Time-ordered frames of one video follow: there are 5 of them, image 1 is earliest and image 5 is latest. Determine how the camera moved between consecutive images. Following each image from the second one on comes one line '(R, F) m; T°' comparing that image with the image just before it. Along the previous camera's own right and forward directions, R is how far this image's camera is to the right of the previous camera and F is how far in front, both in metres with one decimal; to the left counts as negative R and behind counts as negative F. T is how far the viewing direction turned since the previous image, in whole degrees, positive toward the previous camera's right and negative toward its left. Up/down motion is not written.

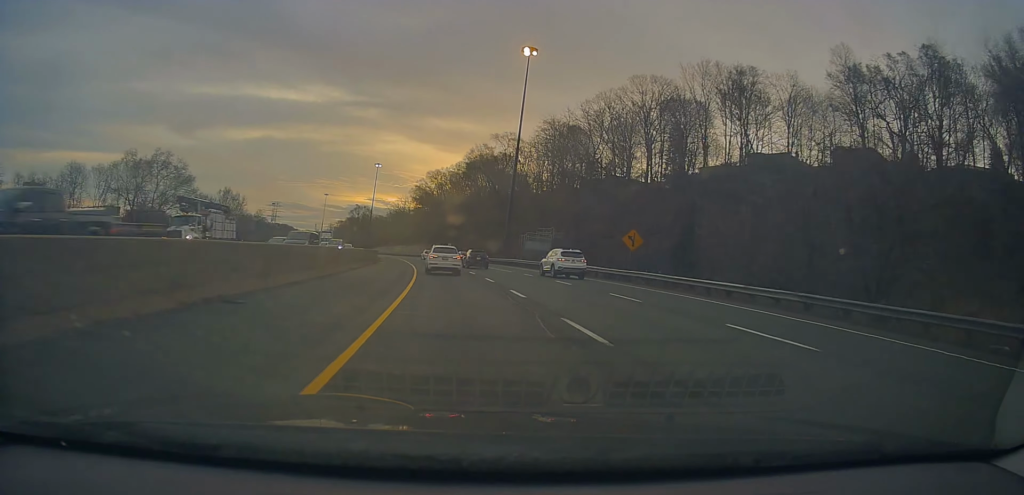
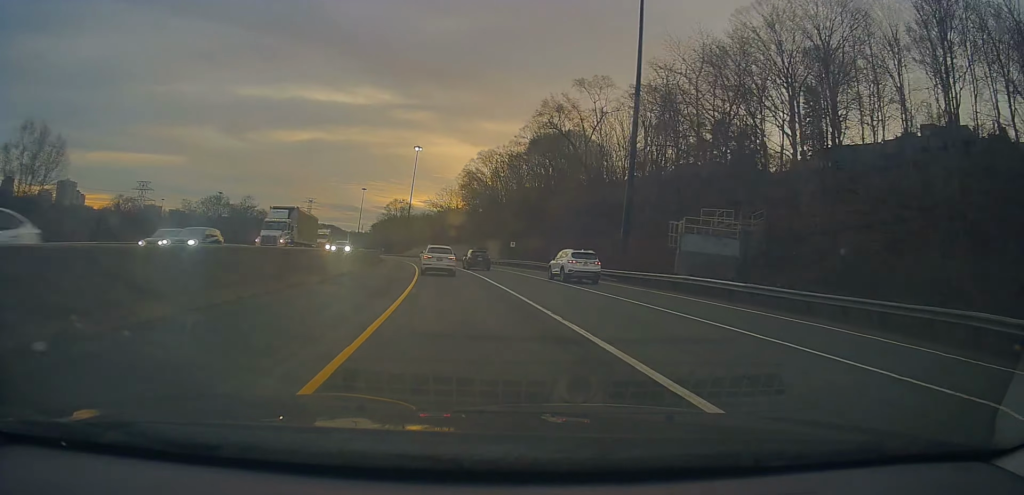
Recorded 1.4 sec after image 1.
(-2.2, +41.0) m; -5°
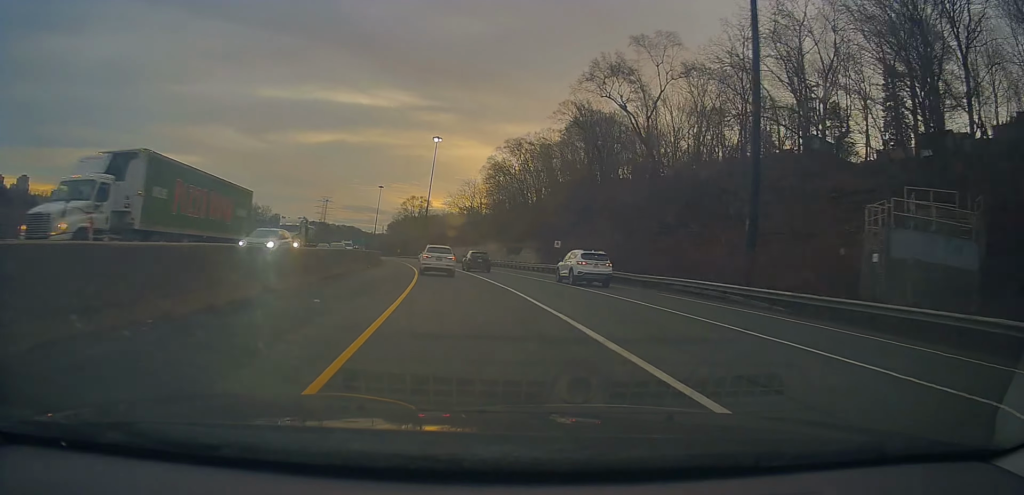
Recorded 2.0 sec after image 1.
(-0.3, +18.0) m; -2°
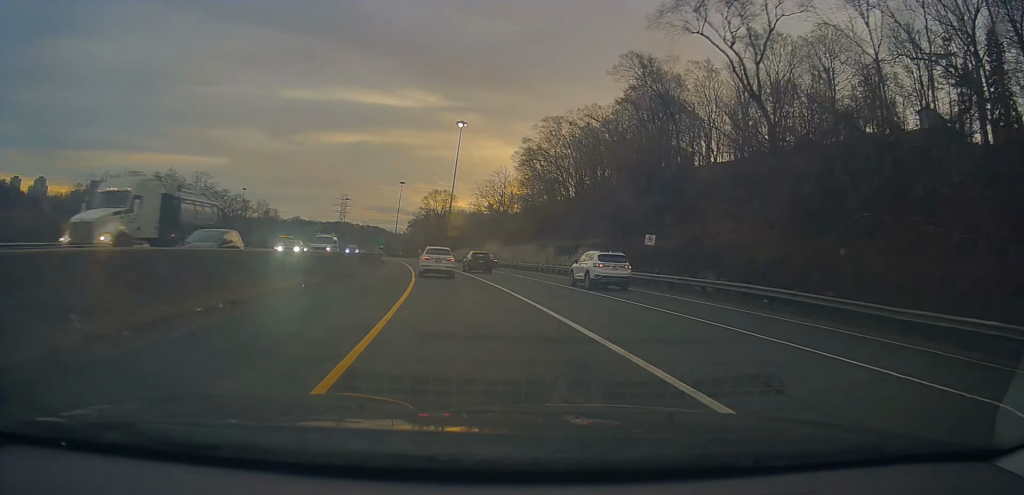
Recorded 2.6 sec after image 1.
(-0.5, +20.0) m; -3°
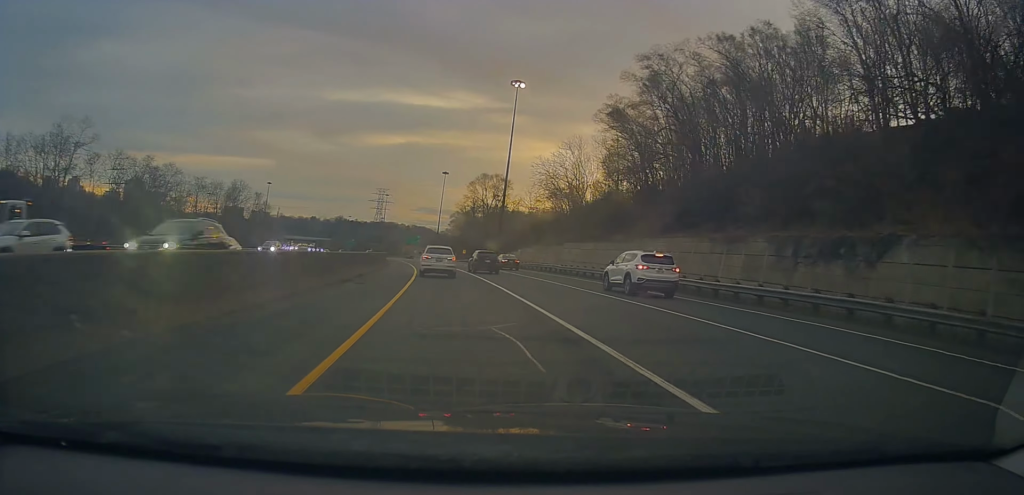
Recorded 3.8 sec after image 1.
(-1.6, +36.0) m; -7°
